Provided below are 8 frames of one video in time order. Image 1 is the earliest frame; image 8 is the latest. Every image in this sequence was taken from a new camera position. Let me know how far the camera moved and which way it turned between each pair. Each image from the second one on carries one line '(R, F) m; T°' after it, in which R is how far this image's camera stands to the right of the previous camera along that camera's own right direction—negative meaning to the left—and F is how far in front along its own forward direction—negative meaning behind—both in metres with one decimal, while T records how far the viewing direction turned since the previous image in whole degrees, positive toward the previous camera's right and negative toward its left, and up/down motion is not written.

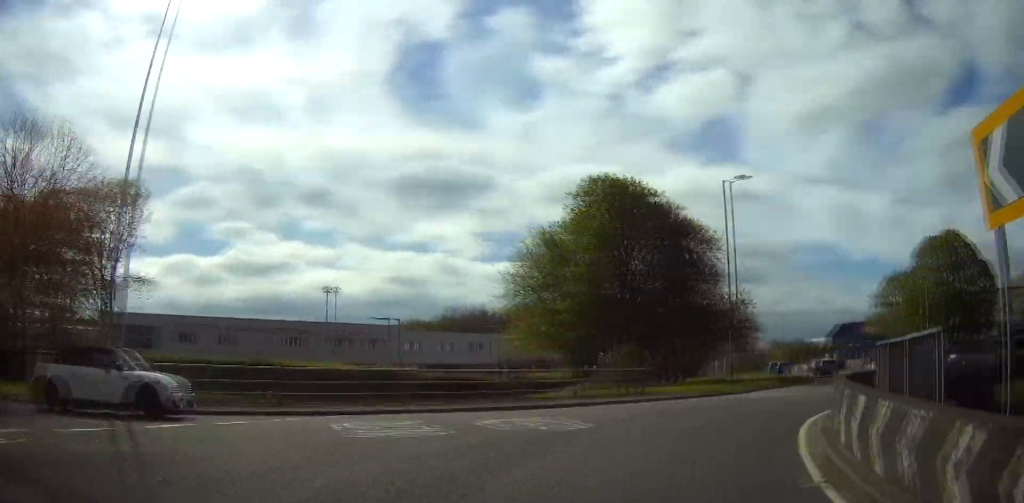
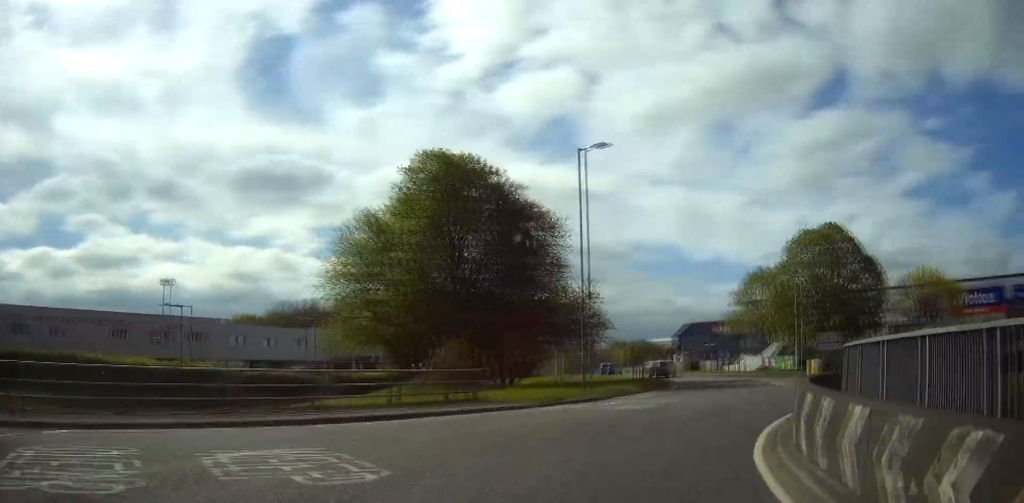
(+1.0, +5.3) m; +12°
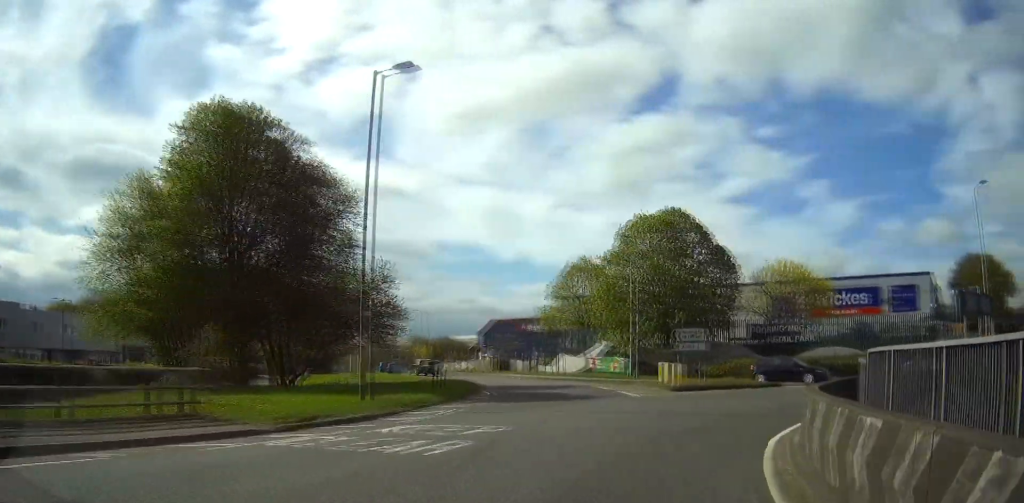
(+1.2, +8.1) m; +15°
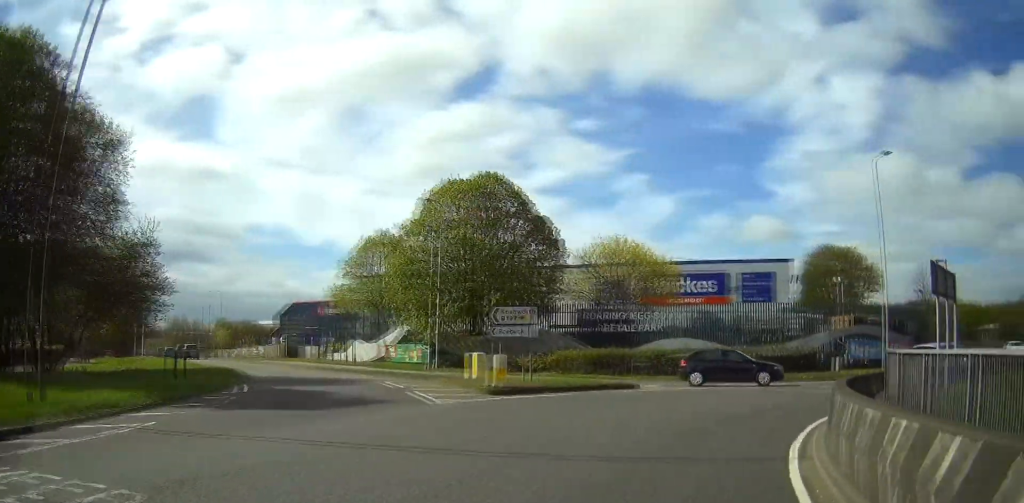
(+1.0, +7.9) m; +16°
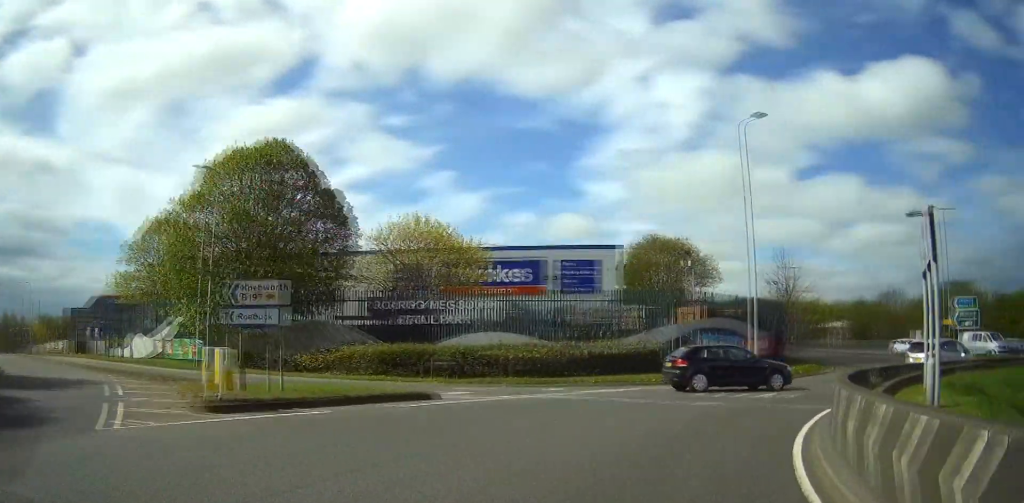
(+1.0, +6.8) m; +17°
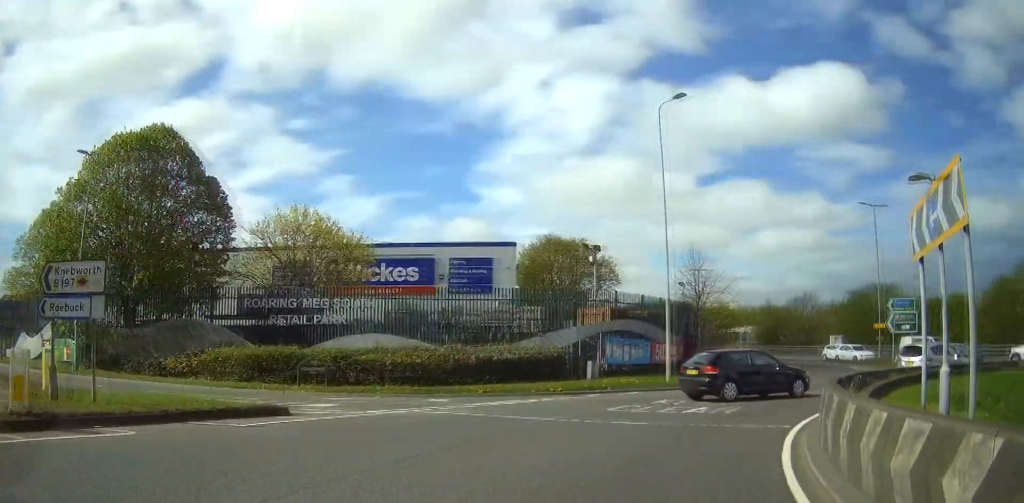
(+0.1, +3.5) m; +9°
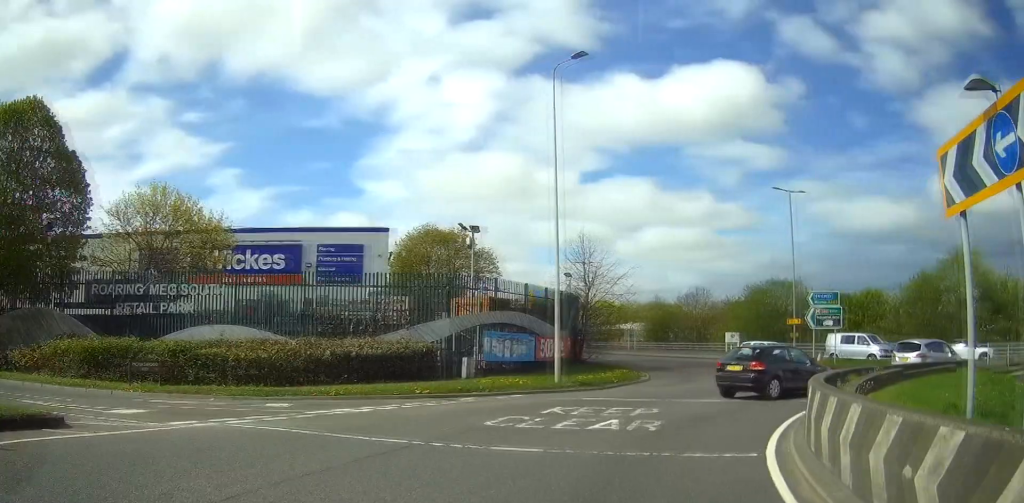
(+0.5, +4.1) m; +10°
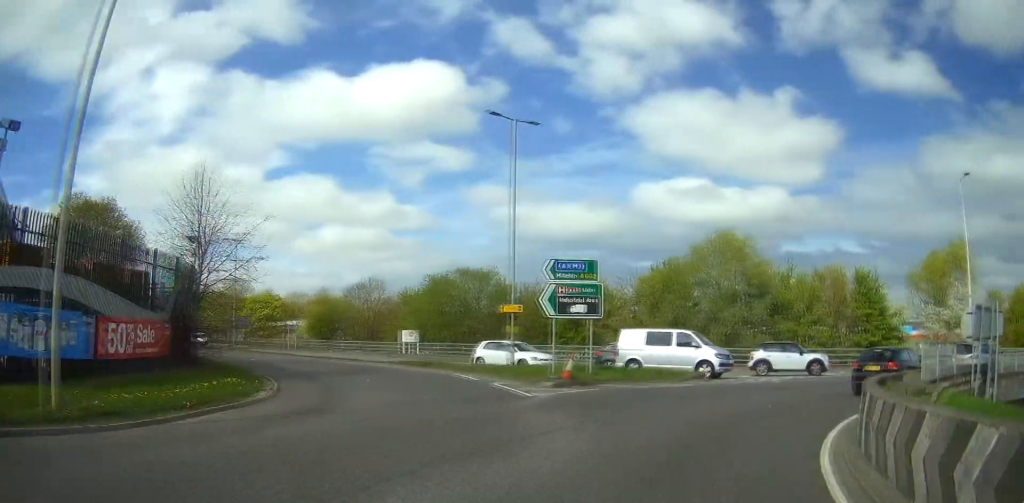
(+3.5, +13.7) m; +21°
